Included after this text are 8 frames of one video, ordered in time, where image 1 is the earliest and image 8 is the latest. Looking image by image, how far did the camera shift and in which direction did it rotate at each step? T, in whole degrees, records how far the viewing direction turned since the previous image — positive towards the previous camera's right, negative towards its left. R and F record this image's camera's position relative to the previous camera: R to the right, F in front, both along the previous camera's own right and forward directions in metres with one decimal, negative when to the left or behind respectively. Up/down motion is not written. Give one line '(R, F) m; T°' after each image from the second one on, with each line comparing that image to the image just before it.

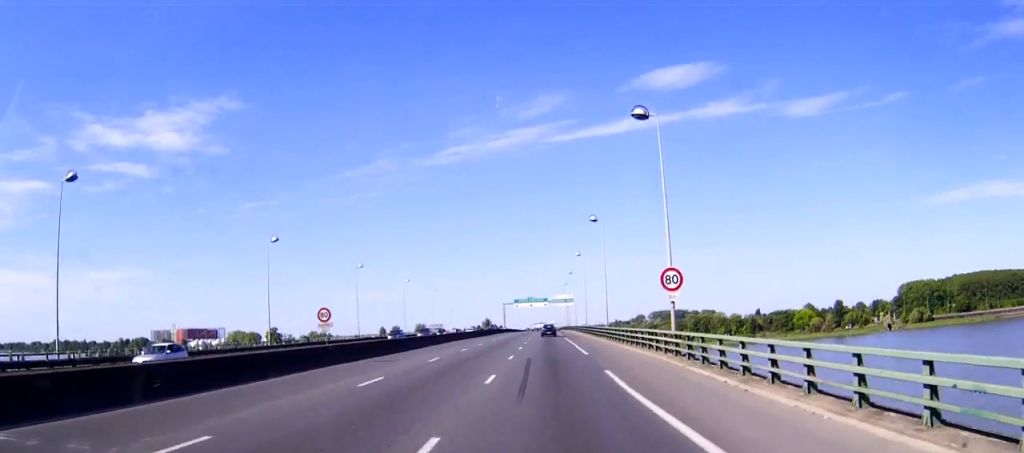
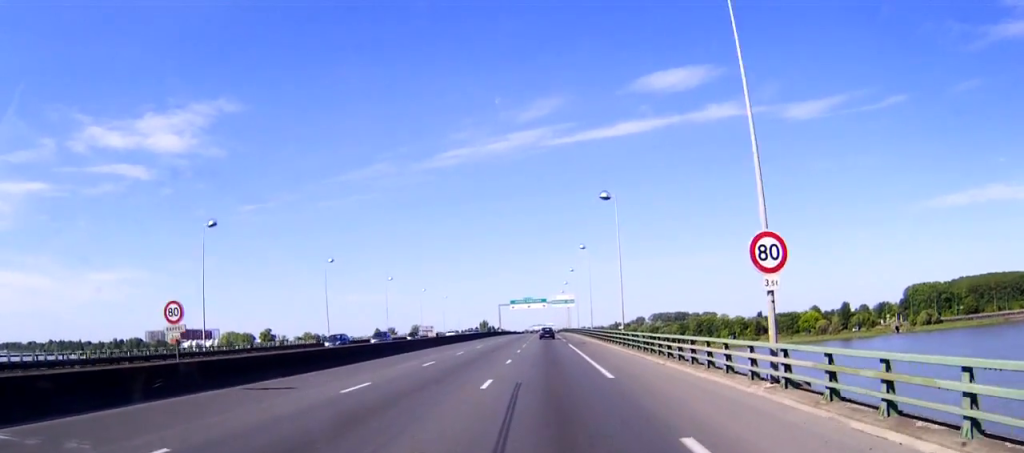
(0.0, +13.9) m; 0°
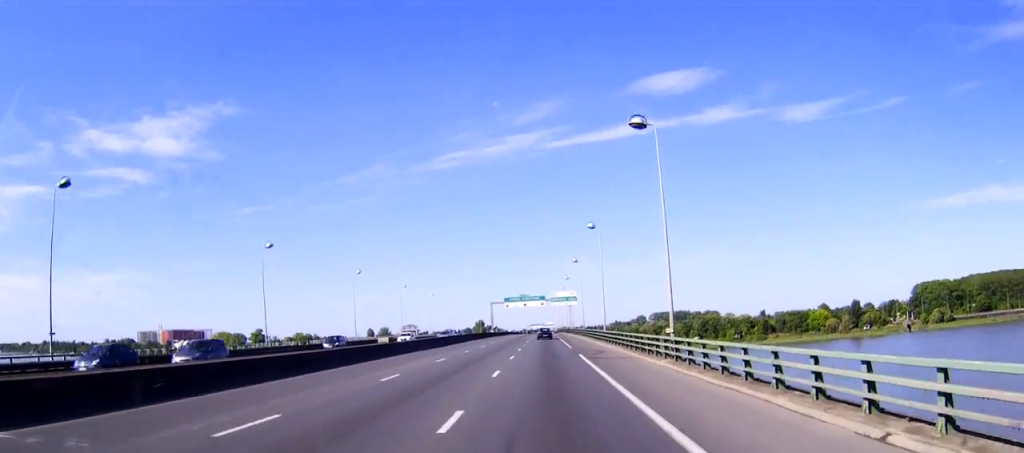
(0.0, +20.1) m; 0°
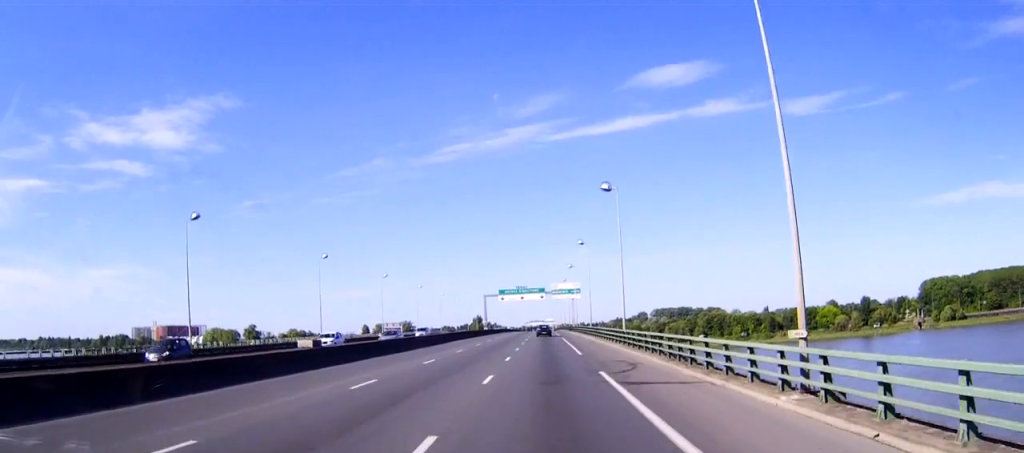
(0.0, +16.0) m; 0°
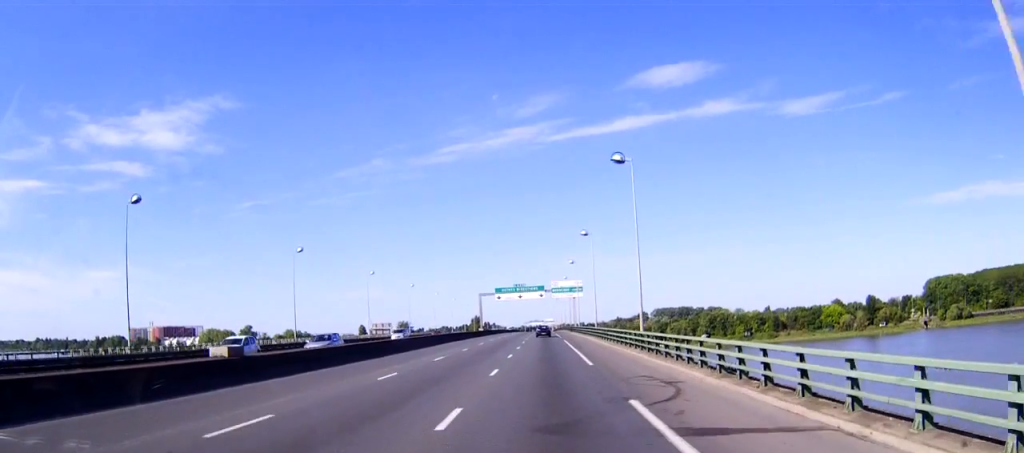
(0.0, +9.0) m; 0°
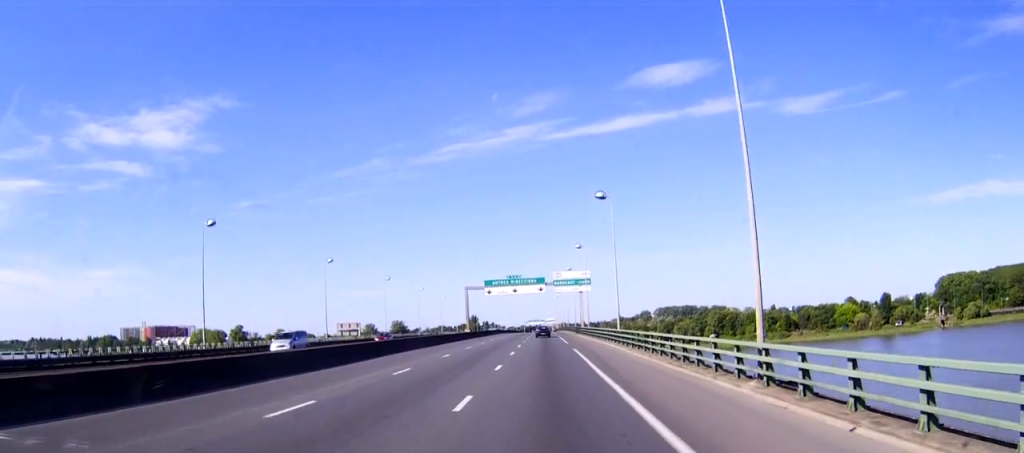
(0.0, +22.2) m; 0°
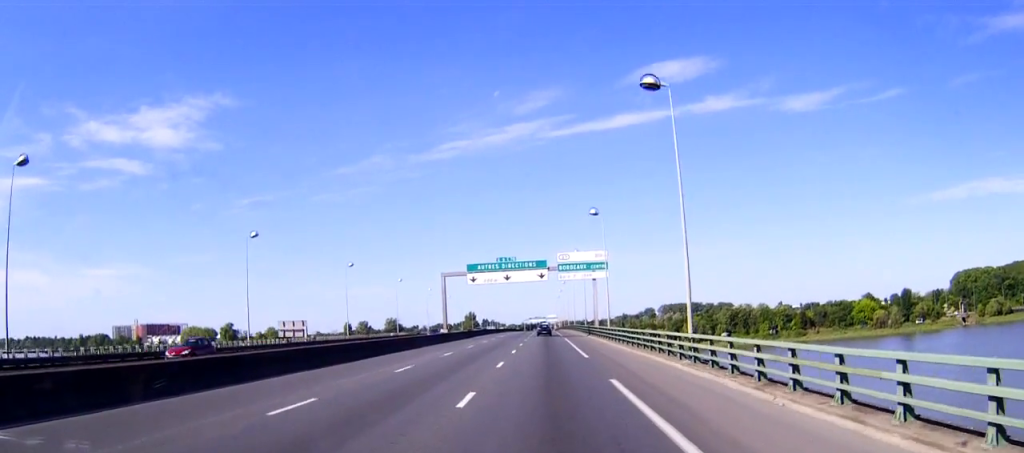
(0.0, +24.7) m; 0°
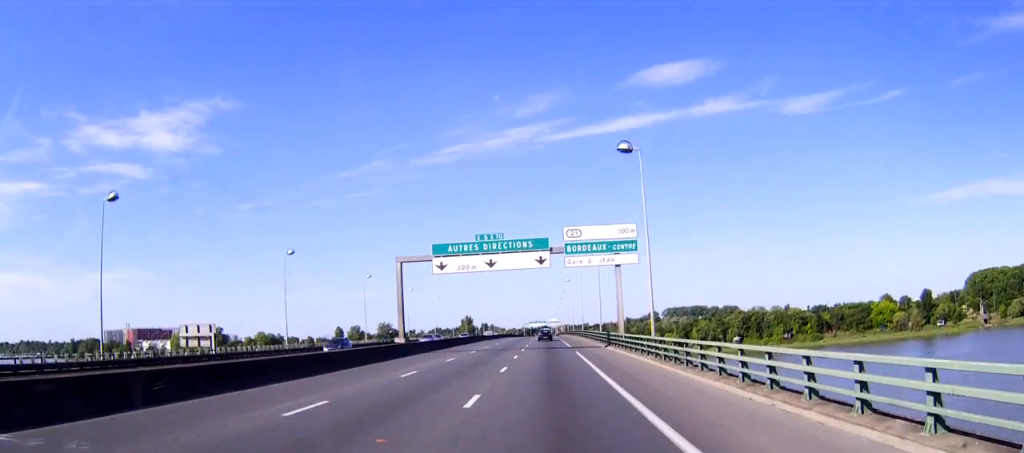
(0.0, +24.0) m; 0°
